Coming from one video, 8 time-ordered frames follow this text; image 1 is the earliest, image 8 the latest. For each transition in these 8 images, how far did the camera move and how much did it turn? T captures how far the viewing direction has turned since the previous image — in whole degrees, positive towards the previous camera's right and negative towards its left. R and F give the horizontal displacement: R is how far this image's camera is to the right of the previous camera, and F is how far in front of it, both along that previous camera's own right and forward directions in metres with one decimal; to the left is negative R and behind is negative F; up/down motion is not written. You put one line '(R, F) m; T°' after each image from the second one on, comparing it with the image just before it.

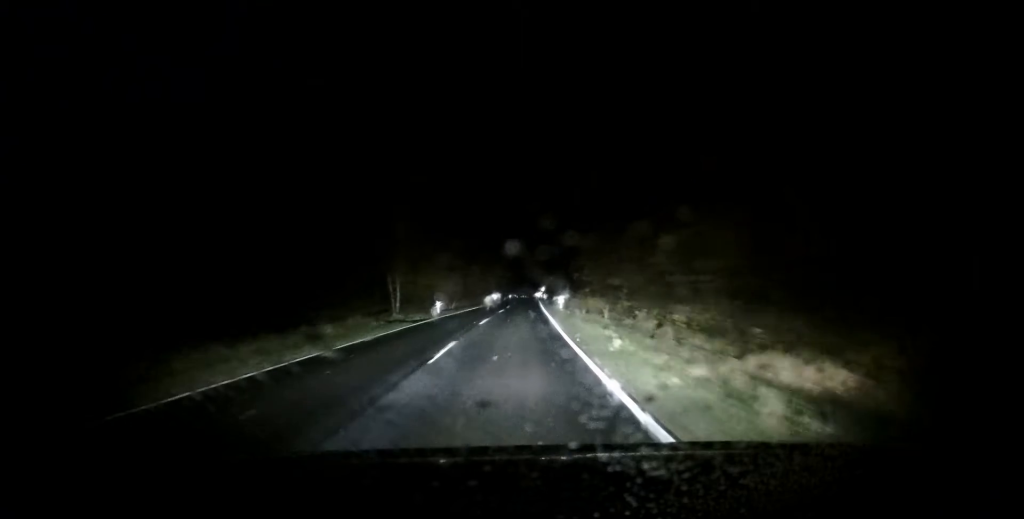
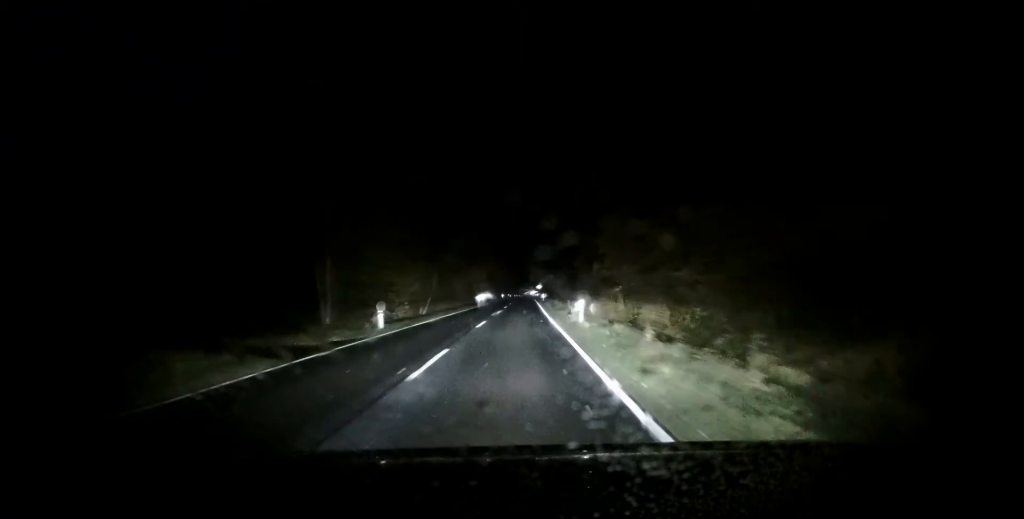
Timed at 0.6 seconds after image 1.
(-0.2, +13.5) m; +1°
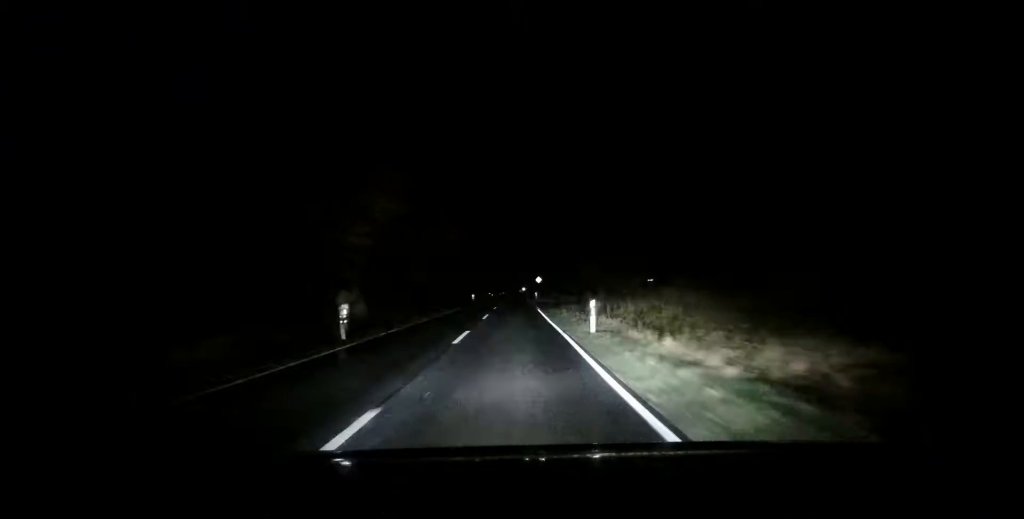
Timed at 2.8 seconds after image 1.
(+0.8, +53.2) m; 0°
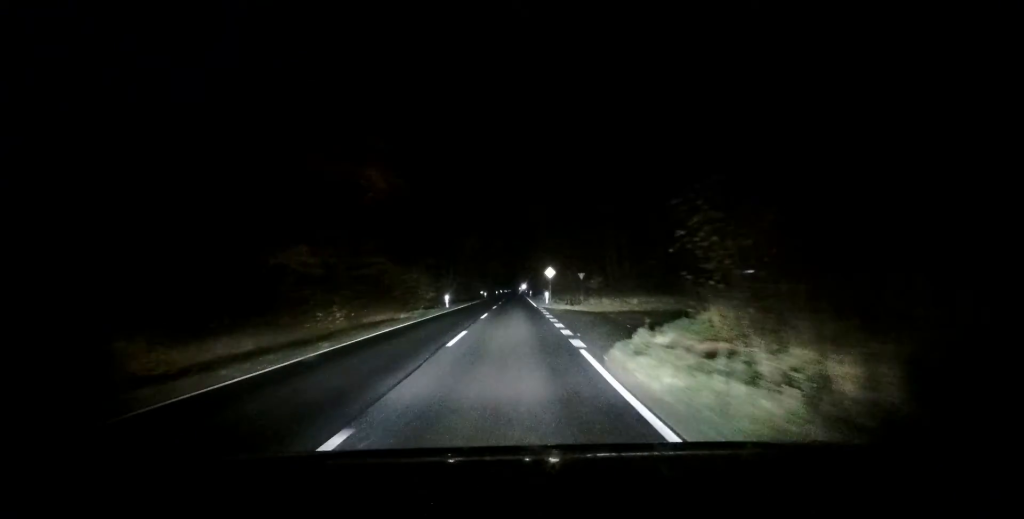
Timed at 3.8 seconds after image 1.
(+0.1, +24.6) m; +1°
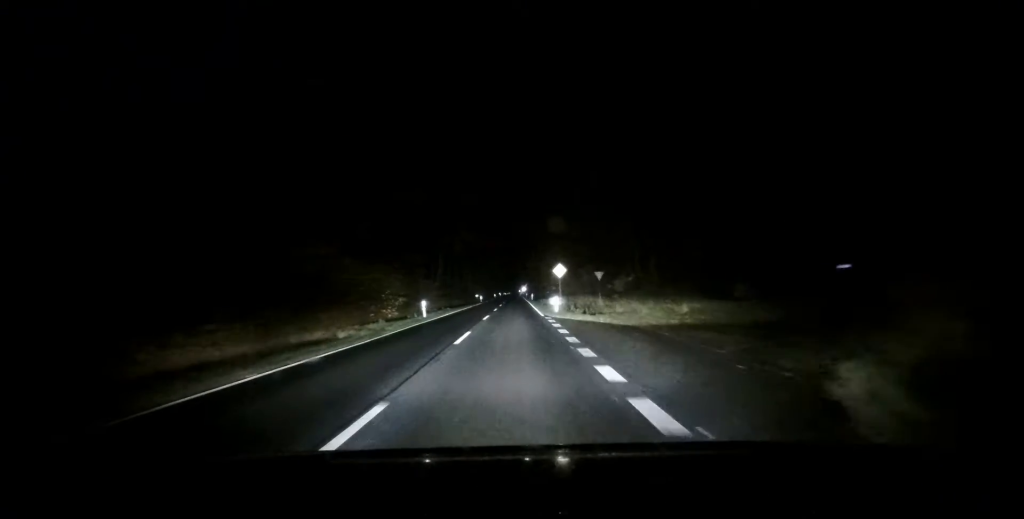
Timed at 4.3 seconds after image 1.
(+0.1, +10.4) m; 0°
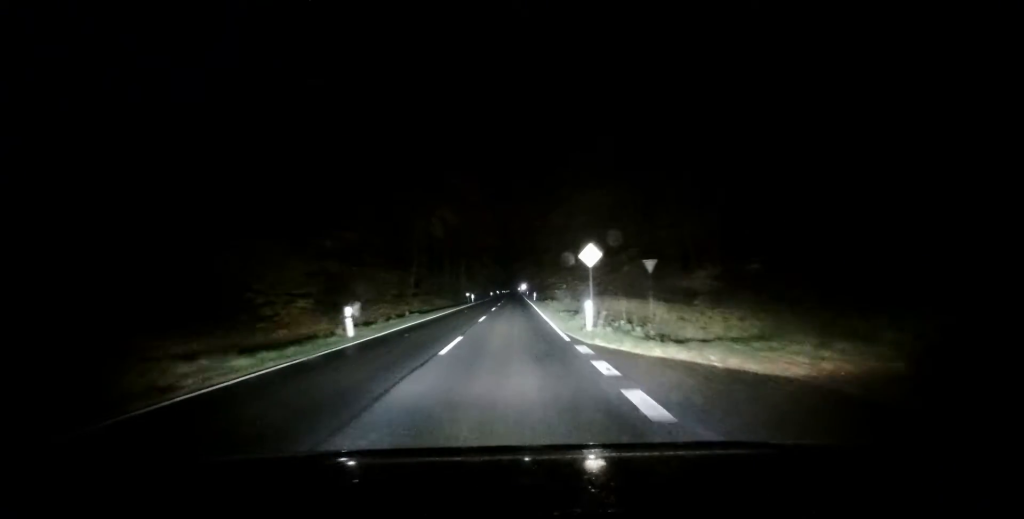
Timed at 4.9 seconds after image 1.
(0.0, +14.4) m; 0°
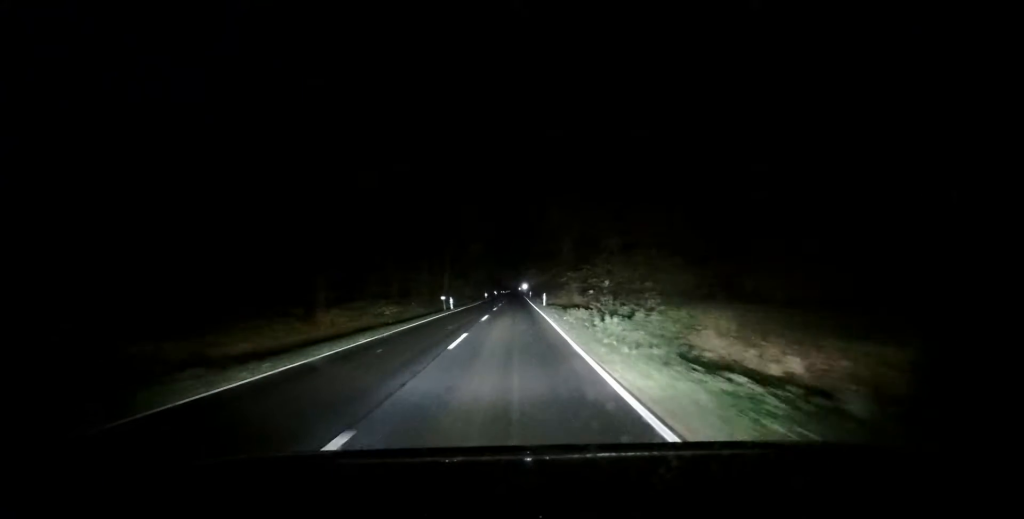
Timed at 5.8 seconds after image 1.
(-0.2, +22.3) m; -1°
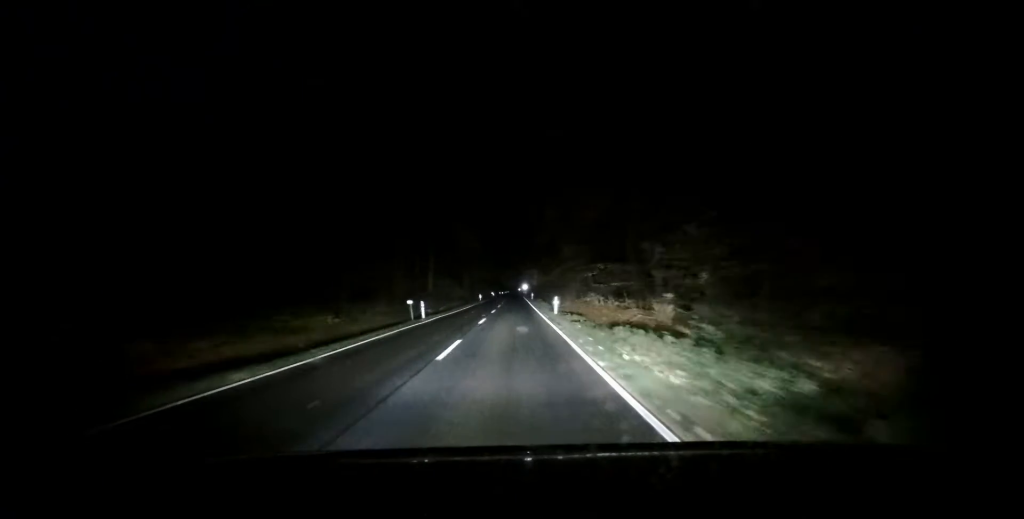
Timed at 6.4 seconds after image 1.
(0.0, +13.6) m; 0°
